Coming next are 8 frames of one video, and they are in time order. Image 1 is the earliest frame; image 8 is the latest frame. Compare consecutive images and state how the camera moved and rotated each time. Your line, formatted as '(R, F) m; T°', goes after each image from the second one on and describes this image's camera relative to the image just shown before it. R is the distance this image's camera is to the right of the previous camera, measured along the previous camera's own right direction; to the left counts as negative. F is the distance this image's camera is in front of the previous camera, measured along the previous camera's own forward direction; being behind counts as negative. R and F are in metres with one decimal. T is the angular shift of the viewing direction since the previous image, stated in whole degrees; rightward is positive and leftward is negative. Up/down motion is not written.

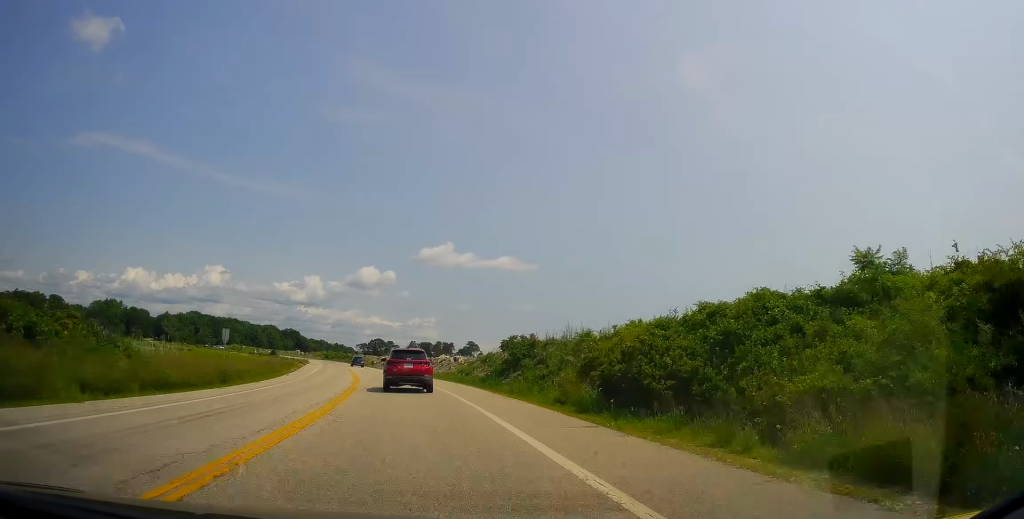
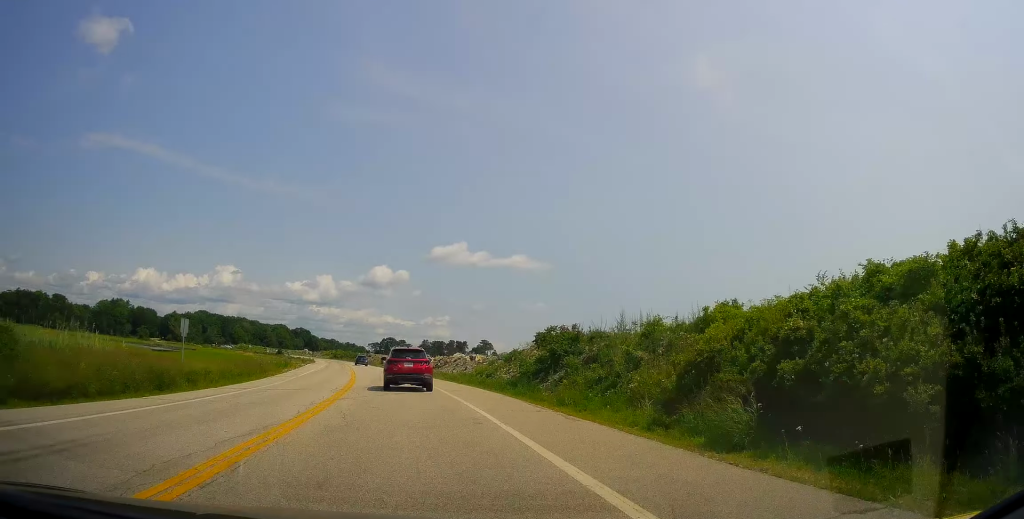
(-0.1, +7.7) m; -2°
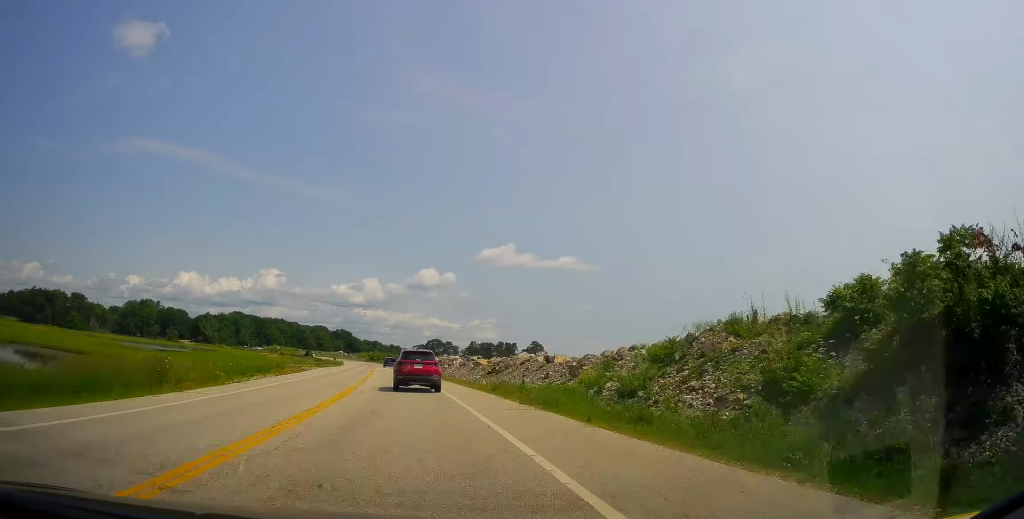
(-0.9, +20.2) m; -4°
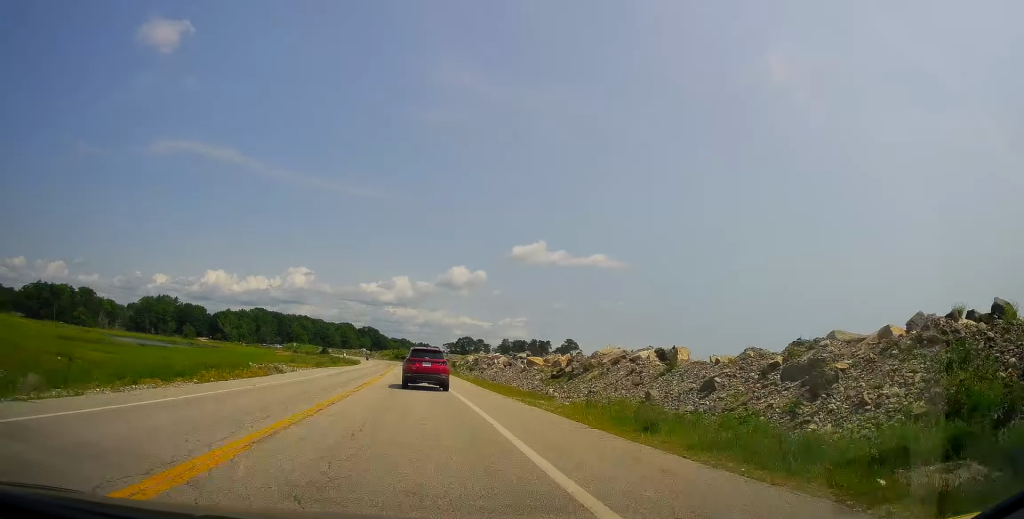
(-0.2, +16.6) m; -2°
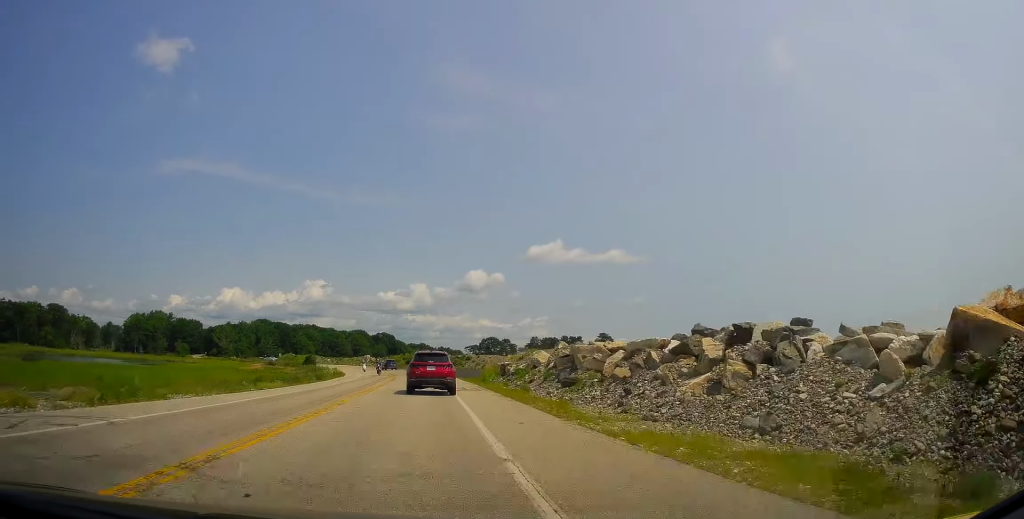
(-1.4, +39.1) m; -3°
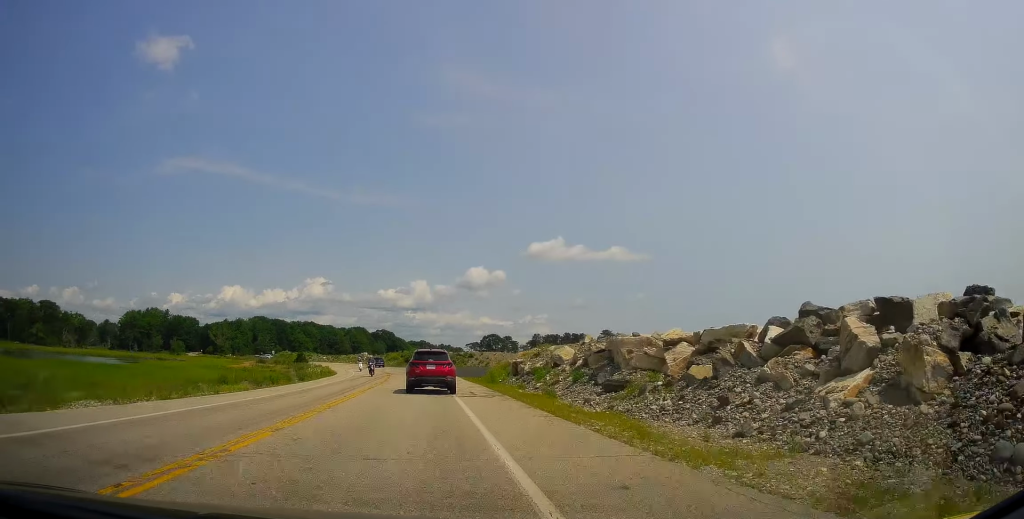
(-0.2, +6.5) m; 0°
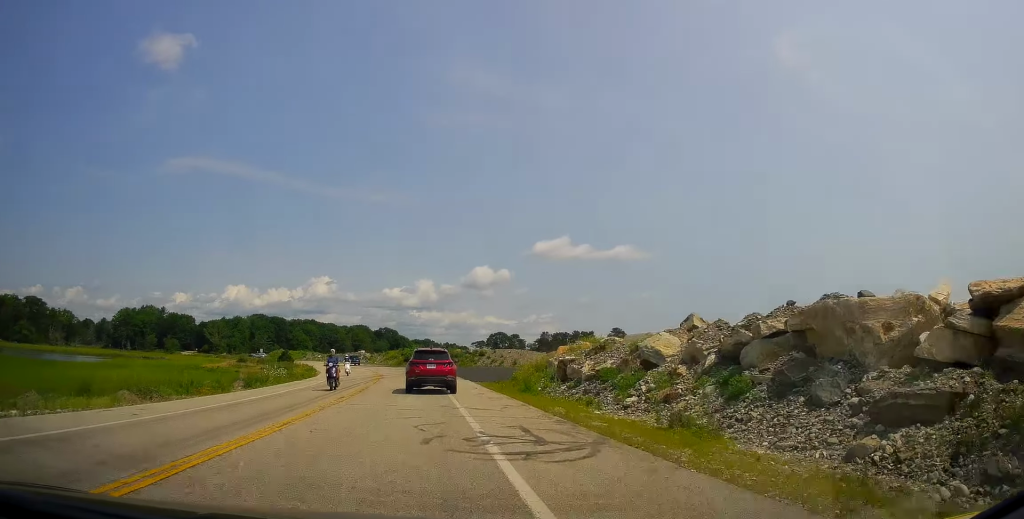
(+0.2, +13.0) m; 0°
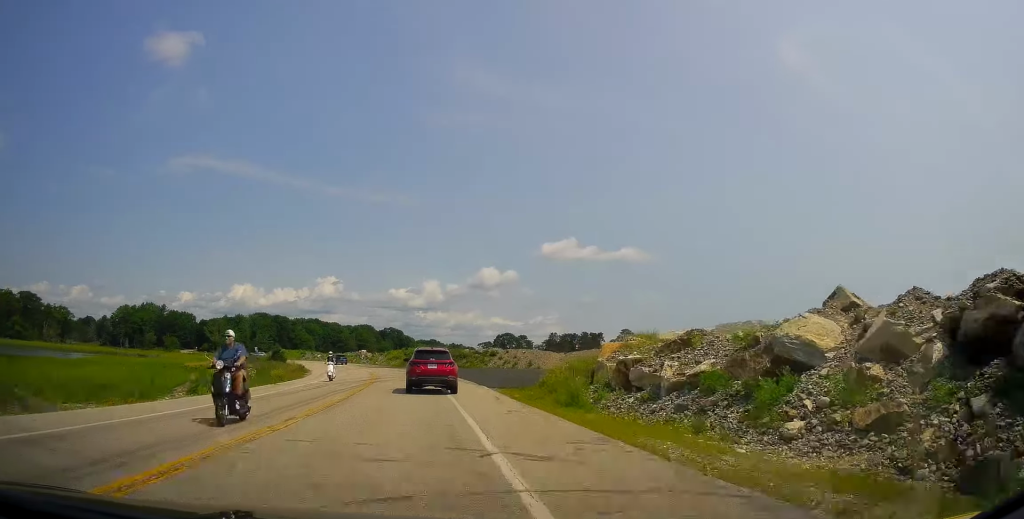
(0.0, +7.5) m; -1°
